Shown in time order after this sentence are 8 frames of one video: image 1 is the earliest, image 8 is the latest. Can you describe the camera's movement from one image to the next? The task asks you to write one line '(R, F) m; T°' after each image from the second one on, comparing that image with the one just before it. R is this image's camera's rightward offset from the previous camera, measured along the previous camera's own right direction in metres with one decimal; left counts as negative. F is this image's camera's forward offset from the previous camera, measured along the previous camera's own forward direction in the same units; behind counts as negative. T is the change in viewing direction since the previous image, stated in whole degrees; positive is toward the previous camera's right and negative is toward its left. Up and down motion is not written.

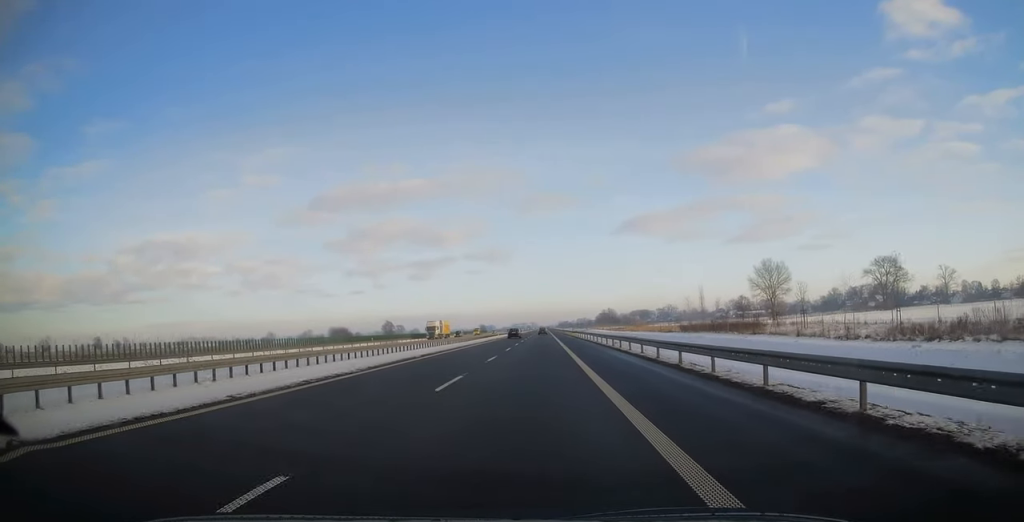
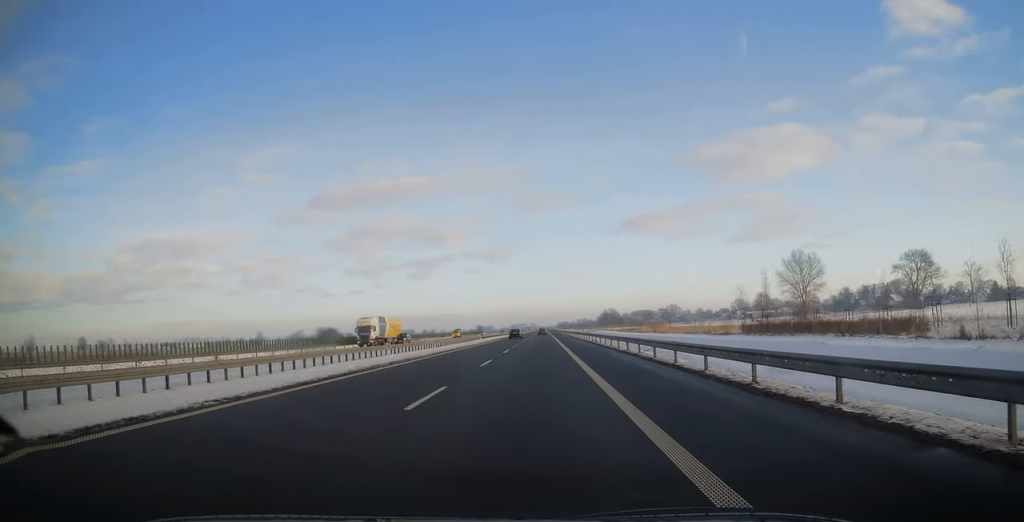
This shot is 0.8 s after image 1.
(-0.3, +26.9) m; 0°
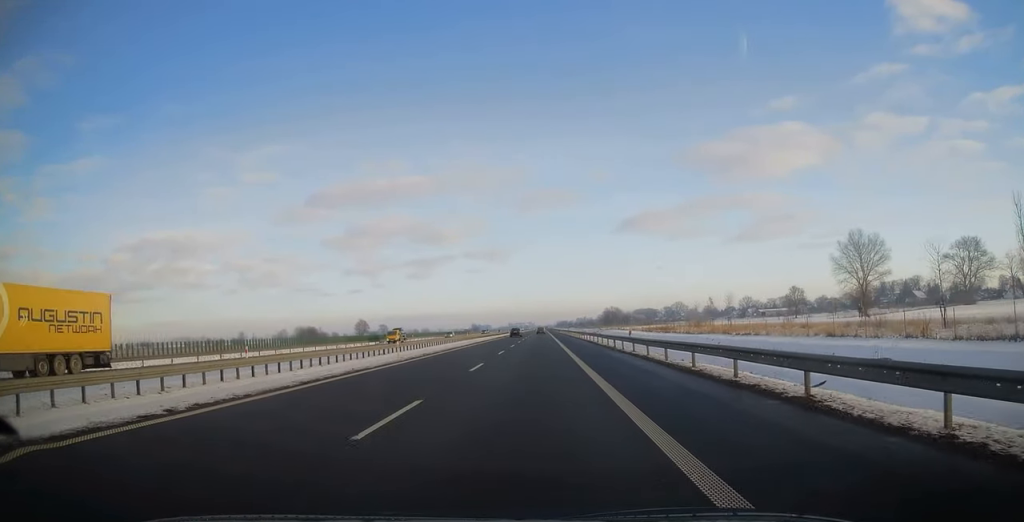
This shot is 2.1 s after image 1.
(+0.3, +38.5) m; 0°
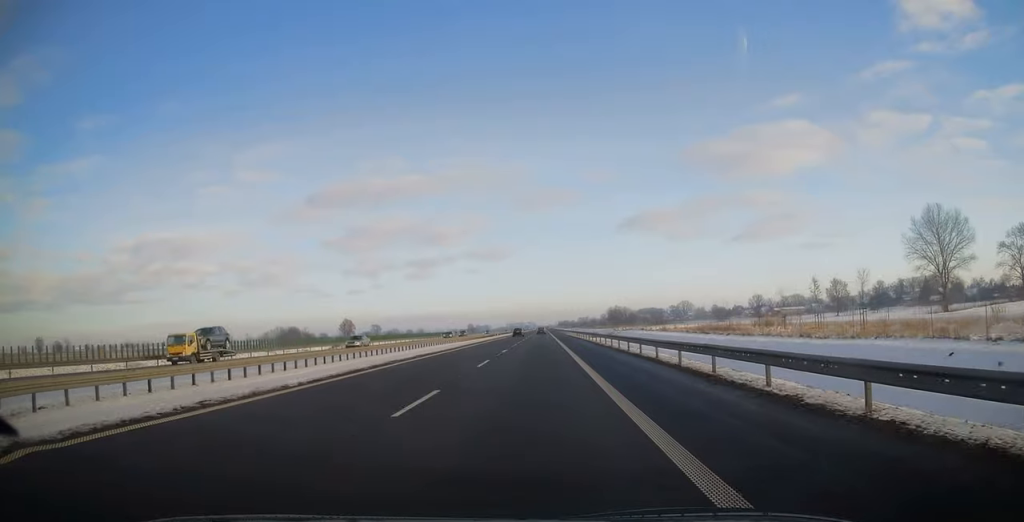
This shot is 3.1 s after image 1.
(-0.1, +33.8) m; 0°
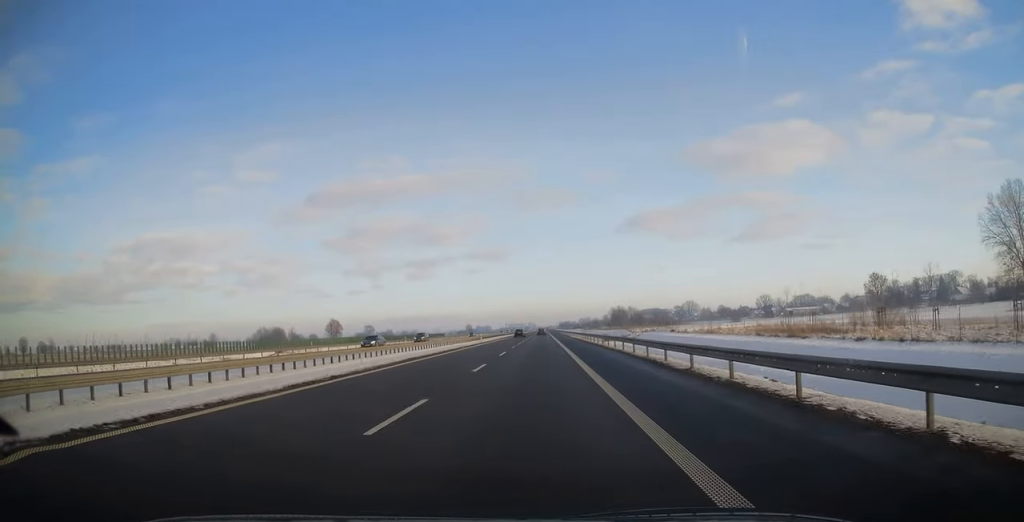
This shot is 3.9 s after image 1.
(+0.2, +25.4) m; 0°
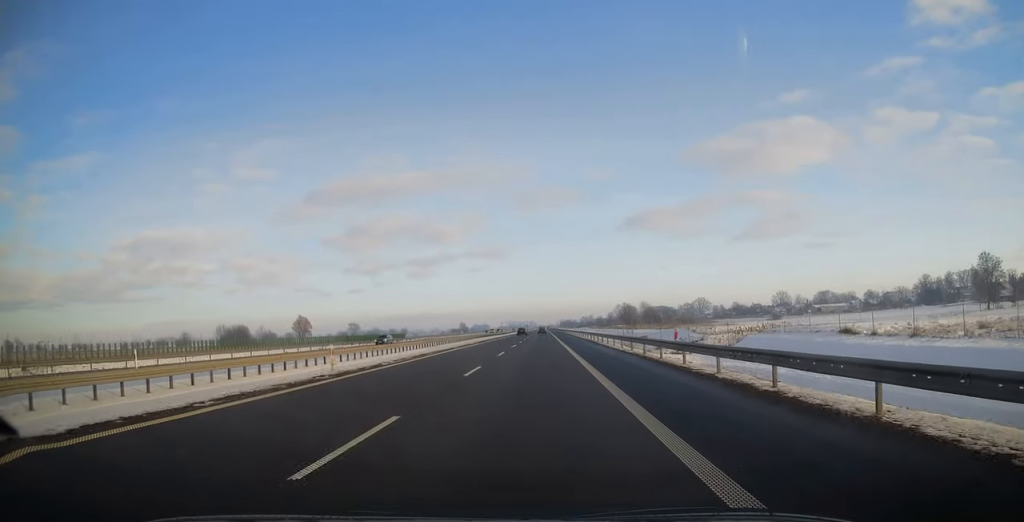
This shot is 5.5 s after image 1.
(0.0, +50.2) m; 0°
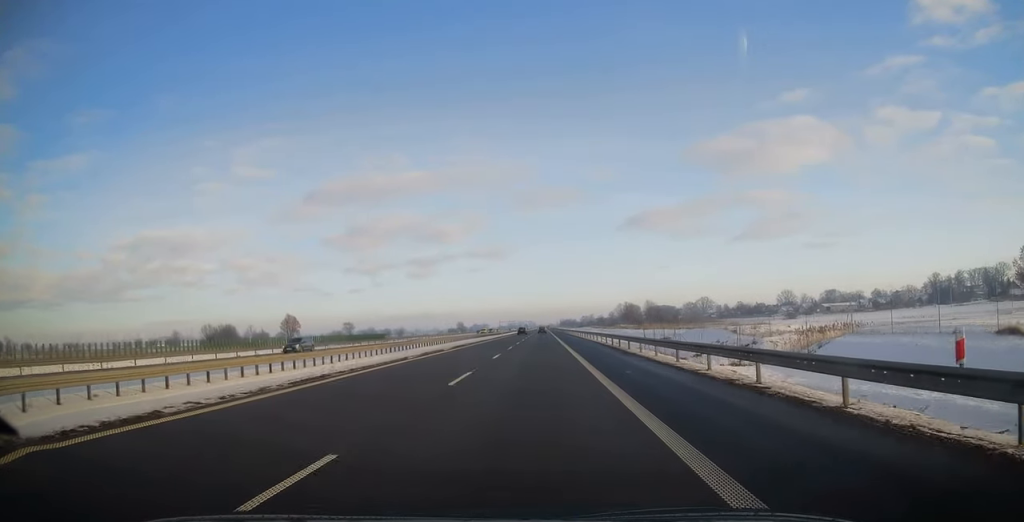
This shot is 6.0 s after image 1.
(0.0, +14.8) m; 0°
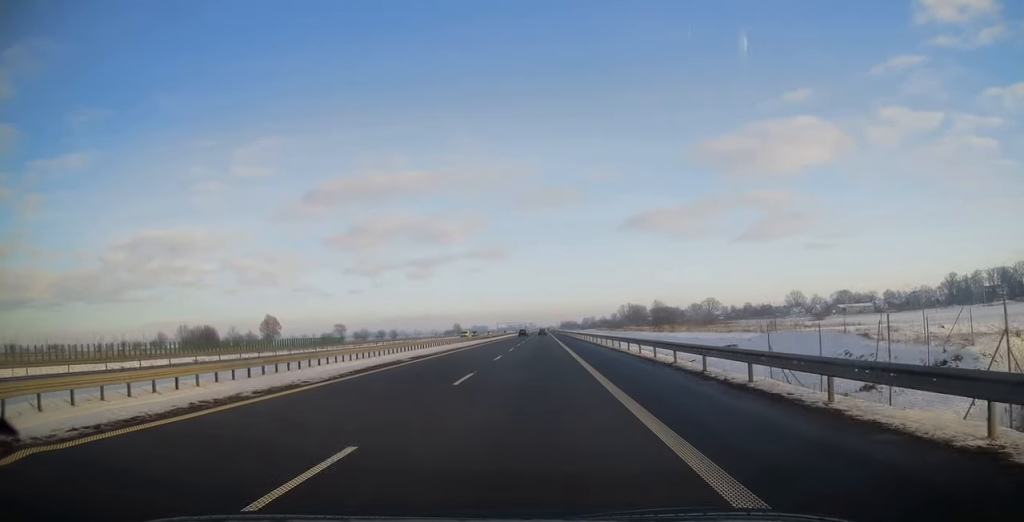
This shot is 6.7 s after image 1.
(-0.3, +23.4) m; -1°
